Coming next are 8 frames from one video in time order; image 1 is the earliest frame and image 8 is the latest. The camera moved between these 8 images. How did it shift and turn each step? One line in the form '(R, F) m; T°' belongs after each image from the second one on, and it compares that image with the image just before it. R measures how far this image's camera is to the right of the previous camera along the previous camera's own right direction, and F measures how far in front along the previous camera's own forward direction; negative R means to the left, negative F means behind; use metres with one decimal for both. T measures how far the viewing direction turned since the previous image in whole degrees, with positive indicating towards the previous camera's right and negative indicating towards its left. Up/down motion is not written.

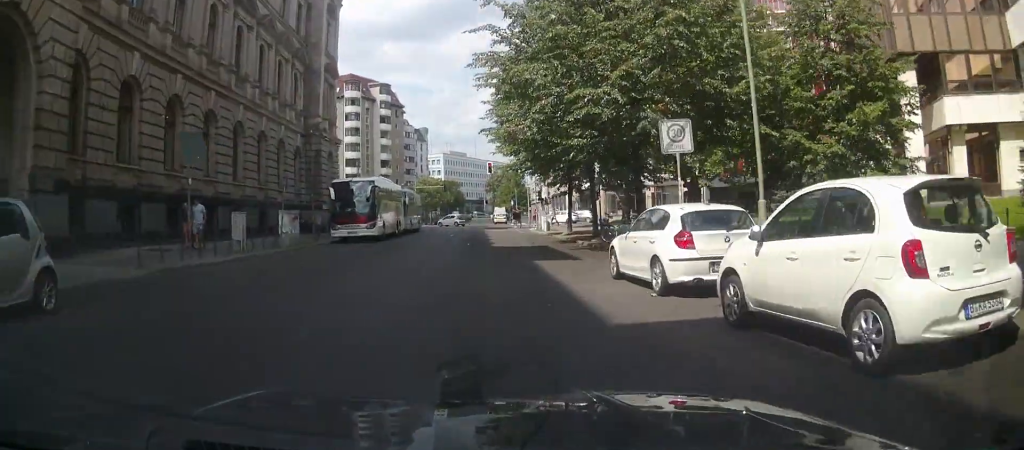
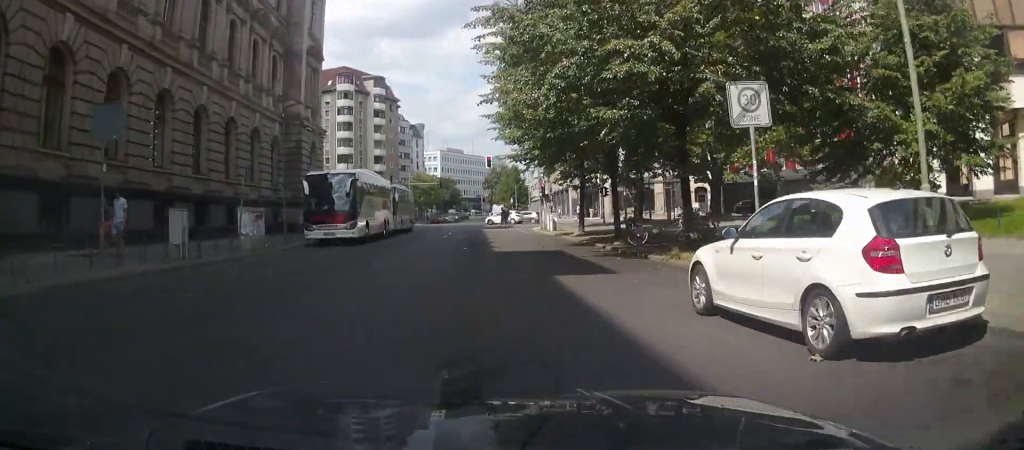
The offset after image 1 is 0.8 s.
(0.0, +4.7) m; 0°
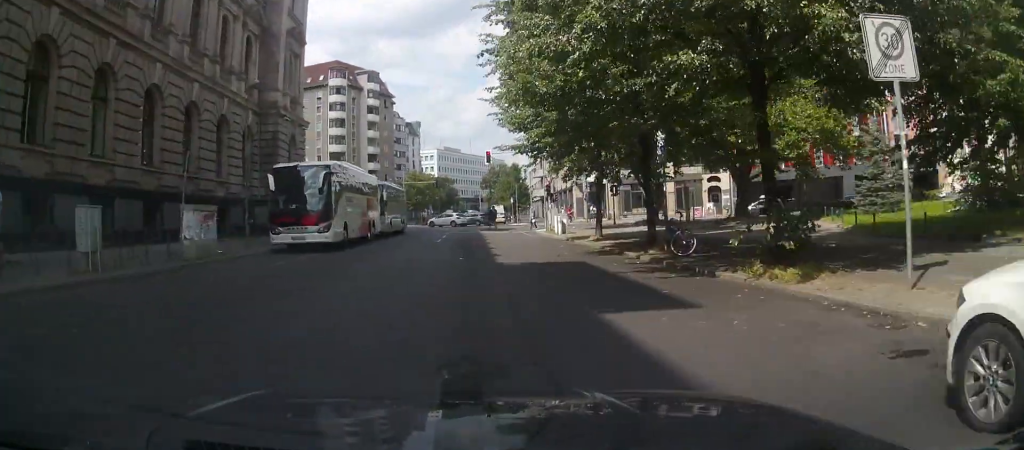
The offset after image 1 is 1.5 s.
(+0.1, +4.7) m; 0°
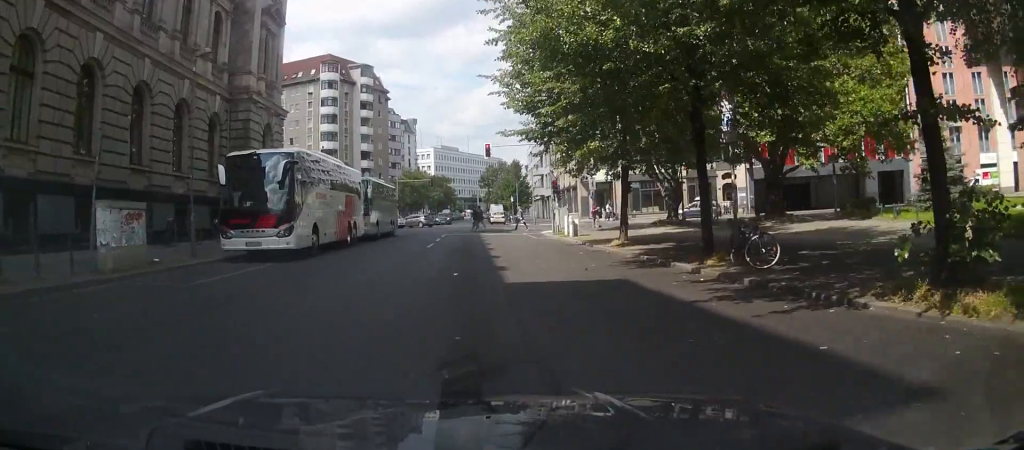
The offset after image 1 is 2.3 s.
(-0.2, +4.6) m; 0°
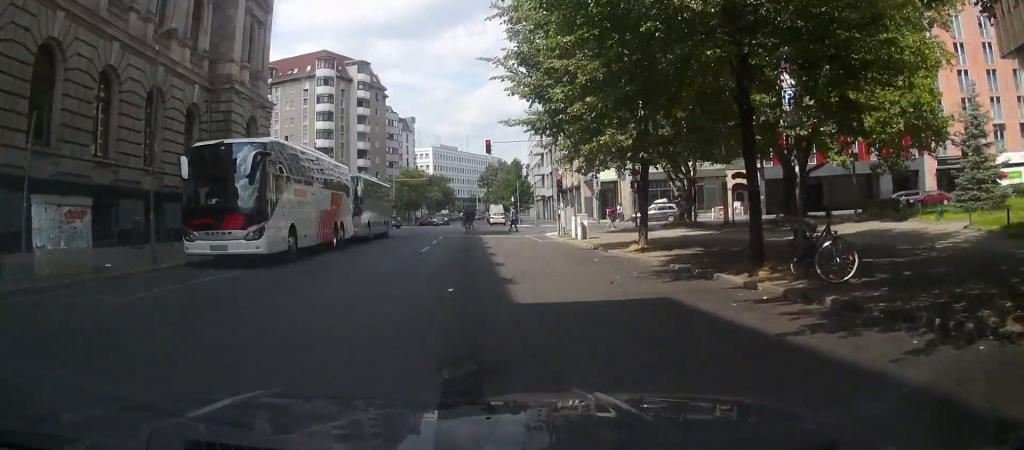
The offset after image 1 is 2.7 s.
(+0.1, +2.5) m; +1°
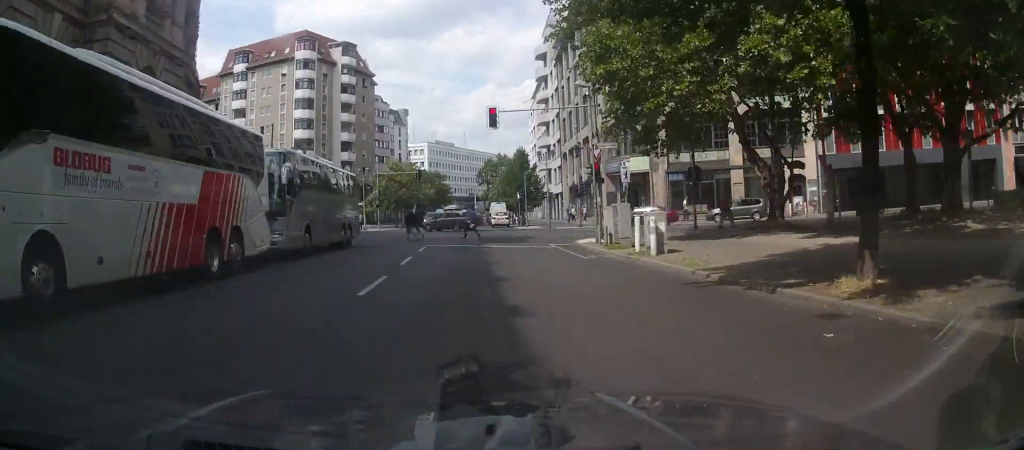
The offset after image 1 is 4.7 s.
(-0.2, +11.0) m; -5°
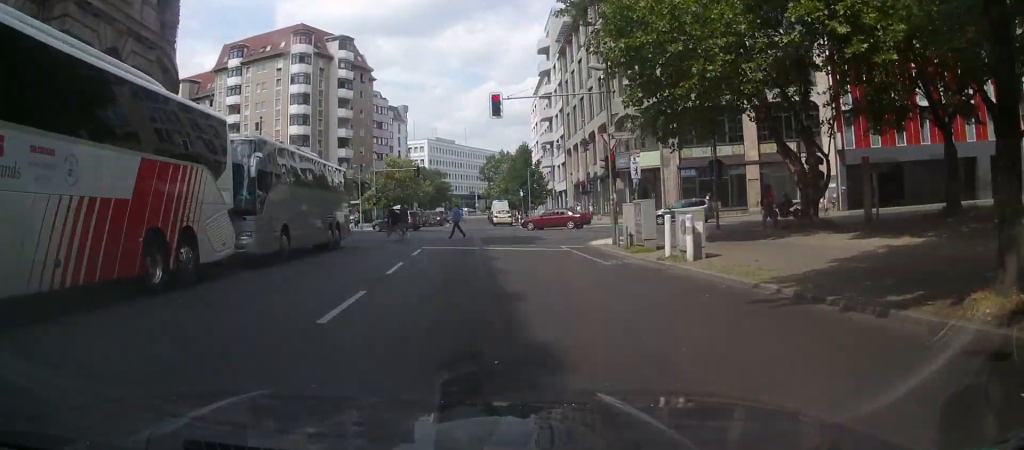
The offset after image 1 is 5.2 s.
(-0.3, +2.6) m; 0°
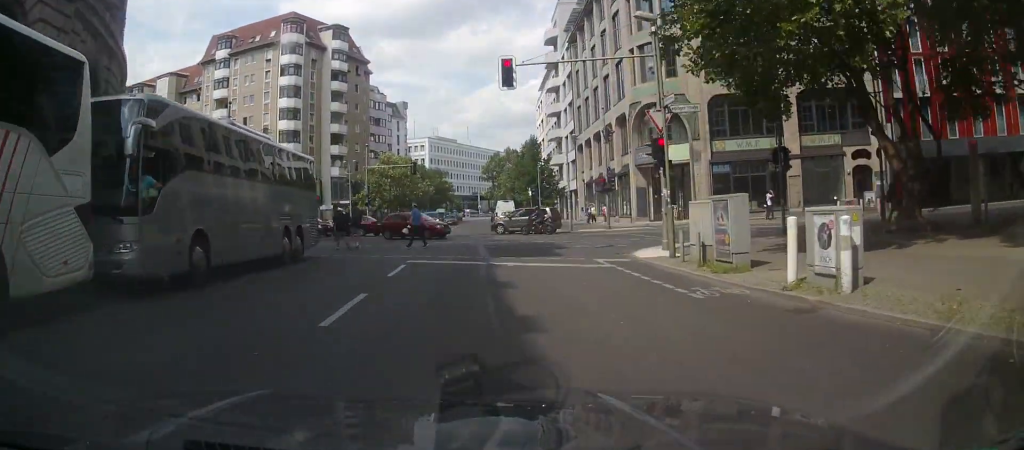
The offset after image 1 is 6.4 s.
(+0.5, +5.7) m; +3°
